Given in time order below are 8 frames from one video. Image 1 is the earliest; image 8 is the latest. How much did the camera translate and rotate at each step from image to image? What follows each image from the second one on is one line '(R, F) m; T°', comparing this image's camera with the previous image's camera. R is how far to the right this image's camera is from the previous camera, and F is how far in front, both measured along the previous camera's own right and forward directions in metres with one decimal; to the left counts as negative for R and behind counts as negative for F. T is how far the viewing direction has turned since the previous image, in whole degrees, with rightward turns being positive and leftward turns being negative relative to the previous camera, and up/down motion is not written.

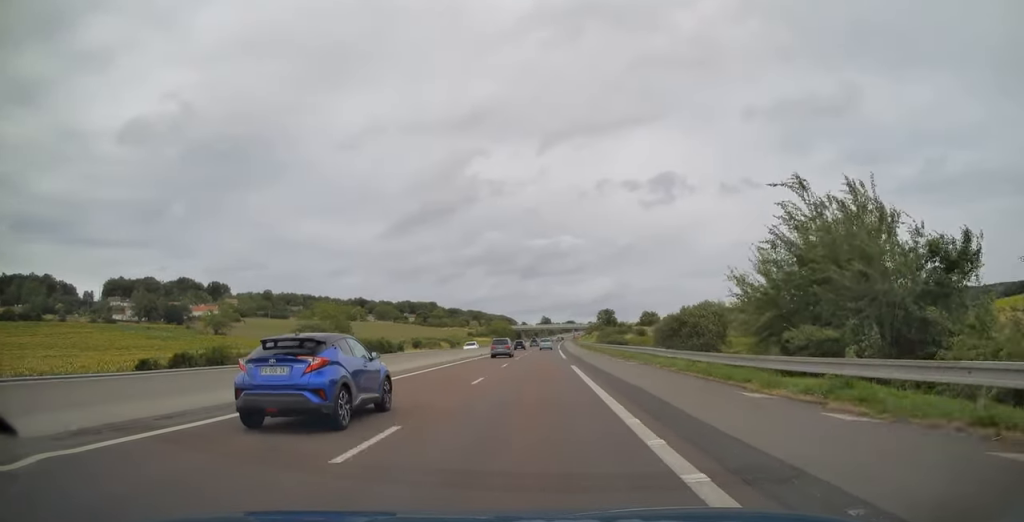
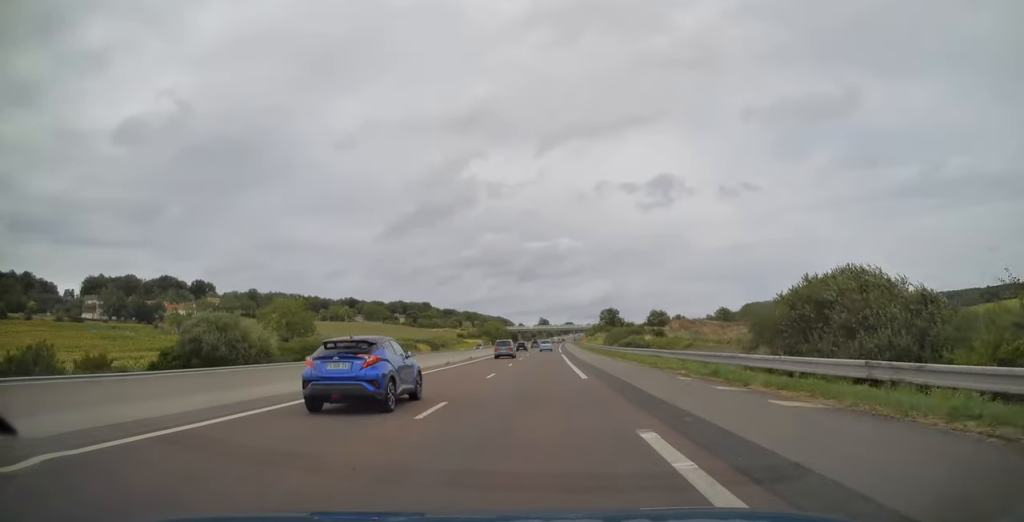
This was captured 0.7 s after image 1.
(+0.1, +21.4) m; +1°
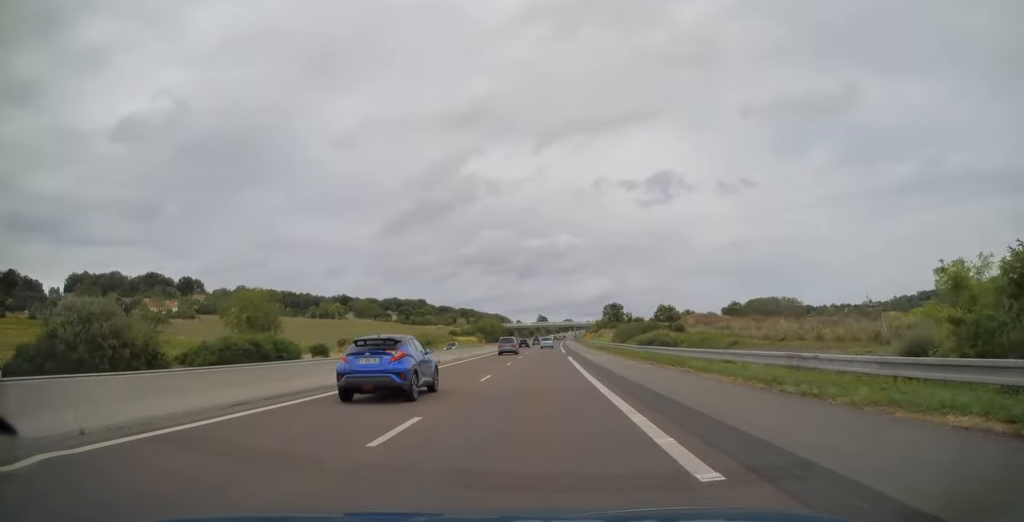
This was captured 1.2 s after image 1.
(-0.1, +16.1) m; 0°
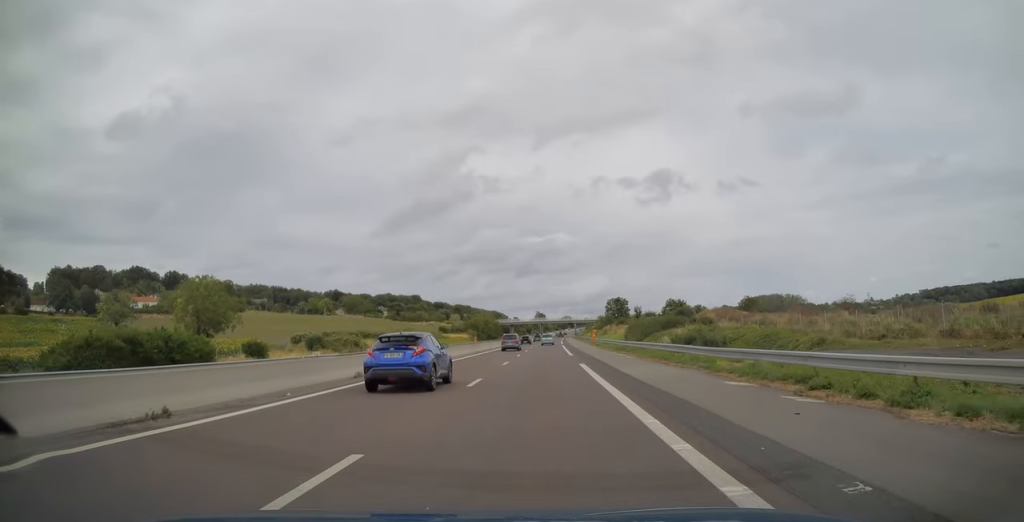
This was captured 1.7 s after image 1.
(+0.1, +16.6) m; 0°
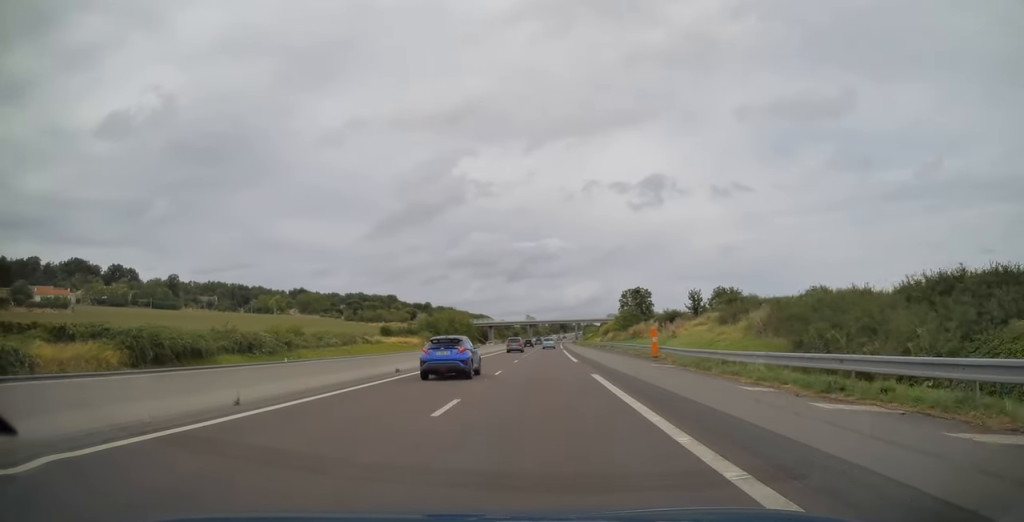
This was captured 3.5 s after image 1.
(0.0, +57.2) m; 0°
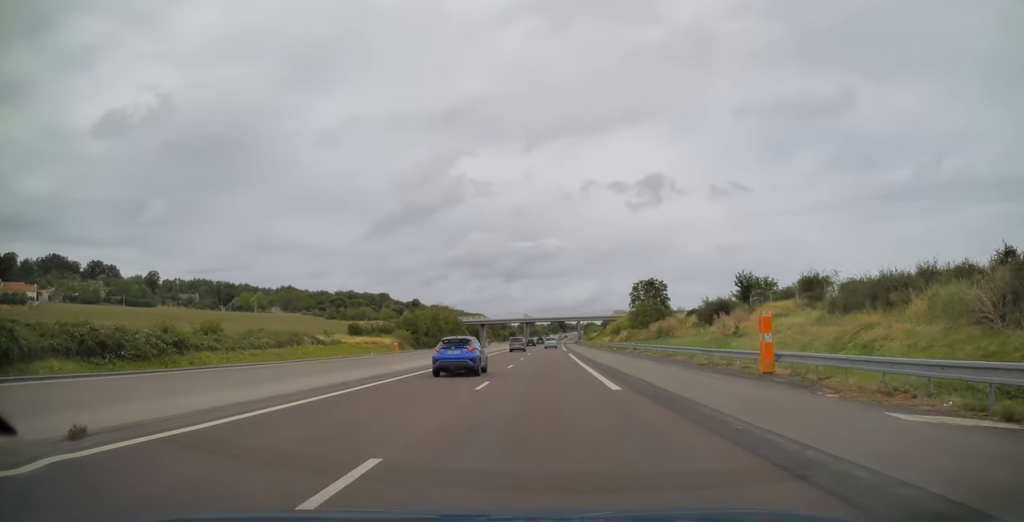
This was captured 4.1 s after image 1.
(+0.2, +19.8) m; 0°
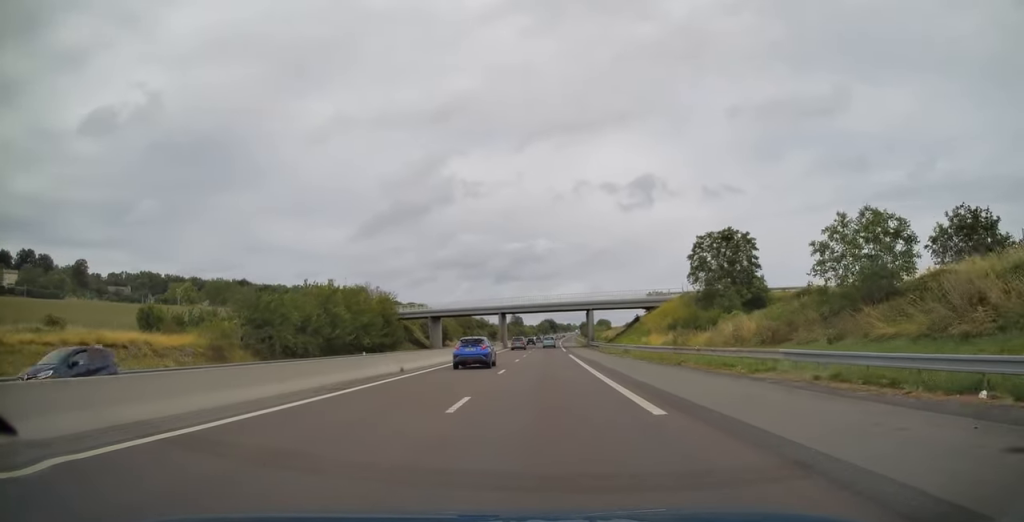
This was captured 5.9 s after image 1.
(+0.3, +56.7) m; 0°
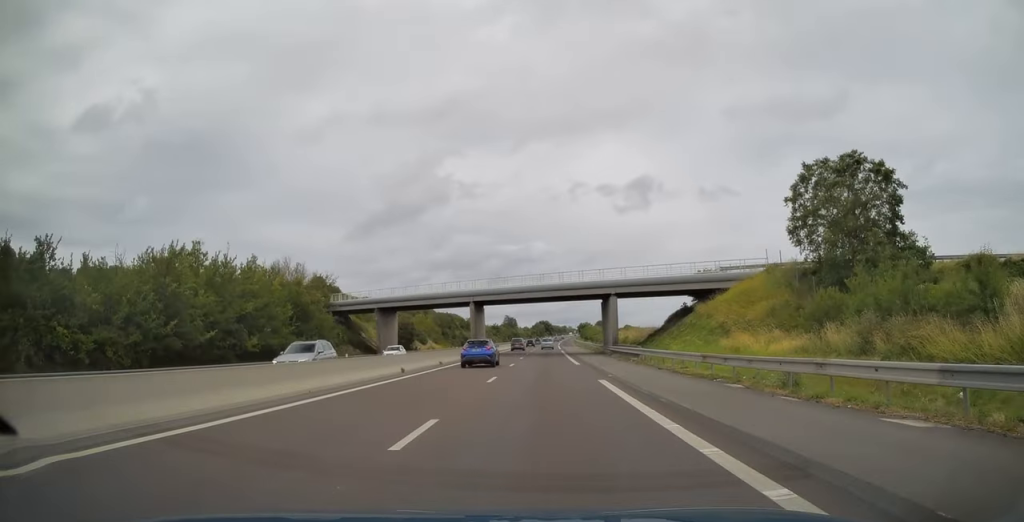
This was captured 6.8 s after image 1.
(0.0, +29.5) m; 0°
